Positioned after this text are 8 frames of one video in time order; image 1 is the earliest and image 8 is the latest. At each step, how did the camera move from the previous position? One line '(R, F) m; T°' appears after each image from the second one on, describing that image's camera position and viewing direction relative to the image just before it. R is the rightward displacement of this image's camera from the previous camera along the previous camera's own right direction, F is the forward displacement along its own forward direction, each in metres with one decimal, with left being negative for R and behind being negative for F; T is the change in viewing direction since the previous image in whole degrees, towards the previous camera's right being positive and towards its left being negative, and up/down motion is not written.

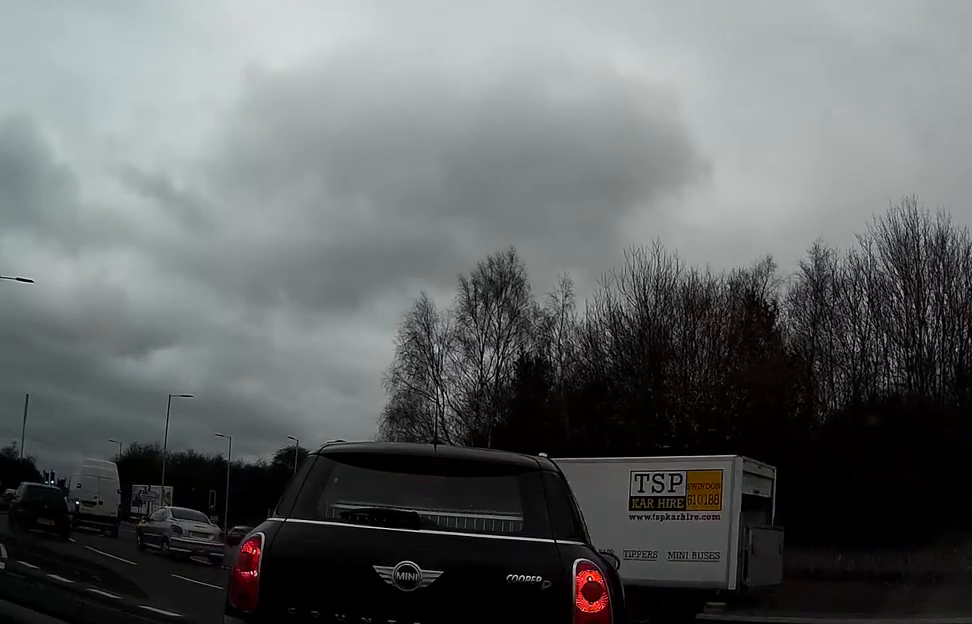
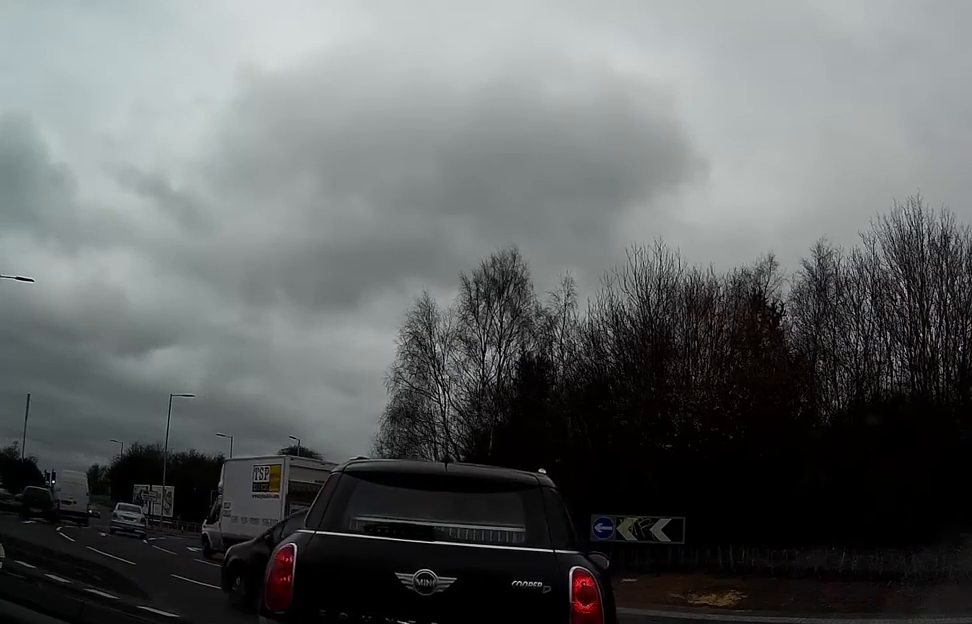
(-0.1, +0.4) m; 0°
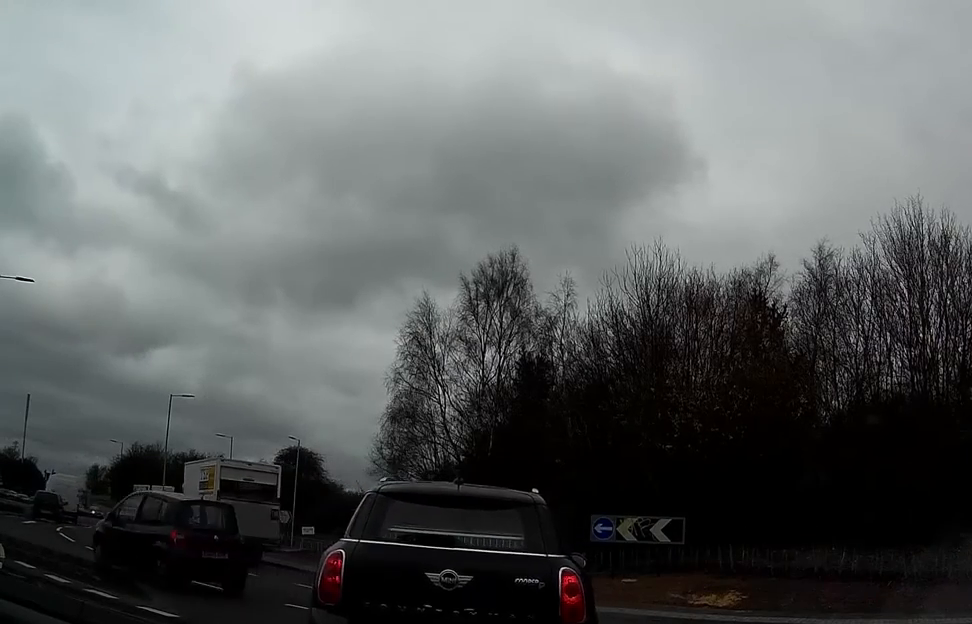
(0.0, +0.1) m; 0°
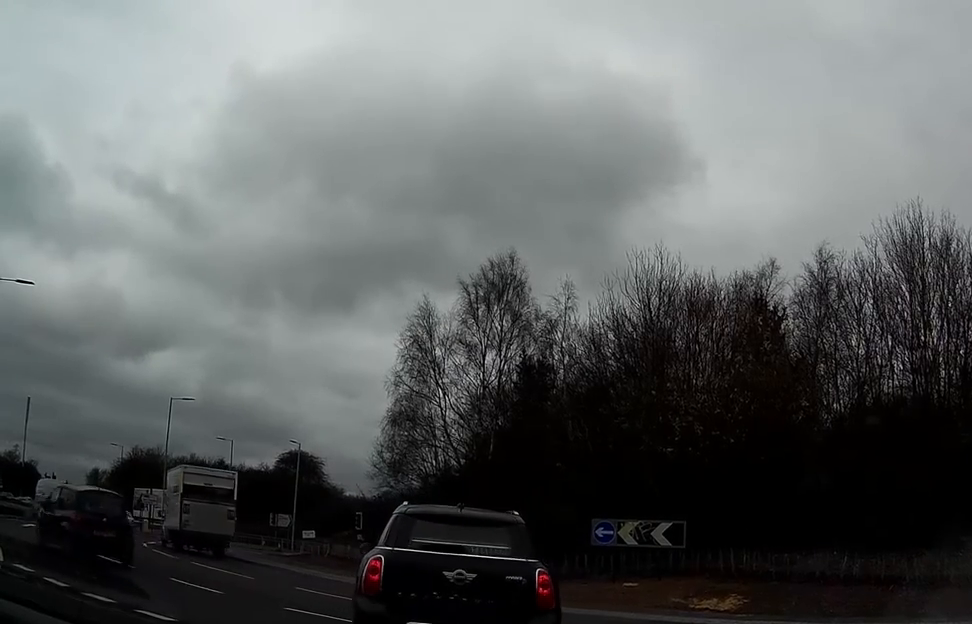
(0.0, +0.2) m; 0°
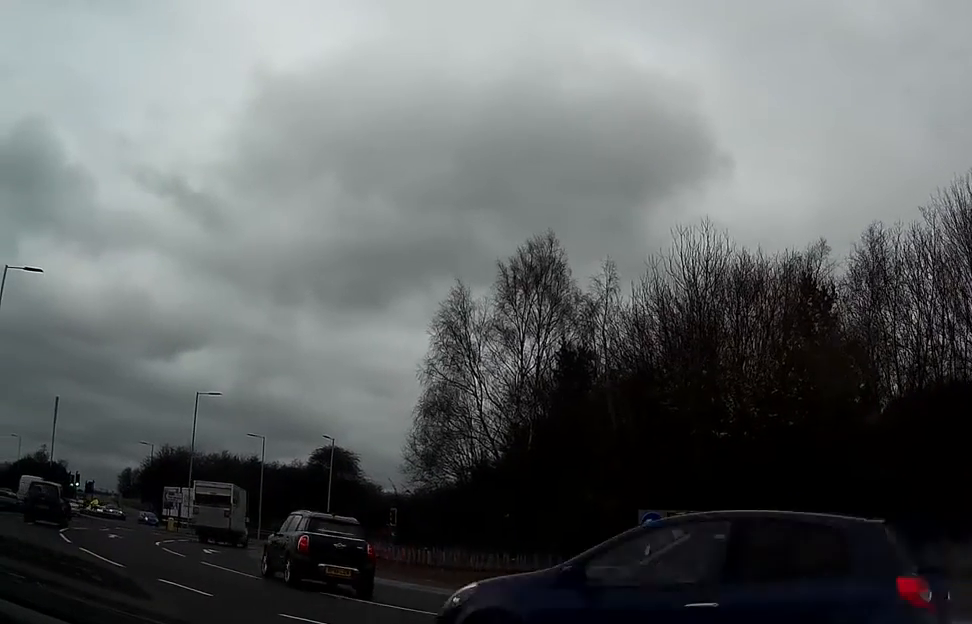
(0.0, +1.7) m; -1°
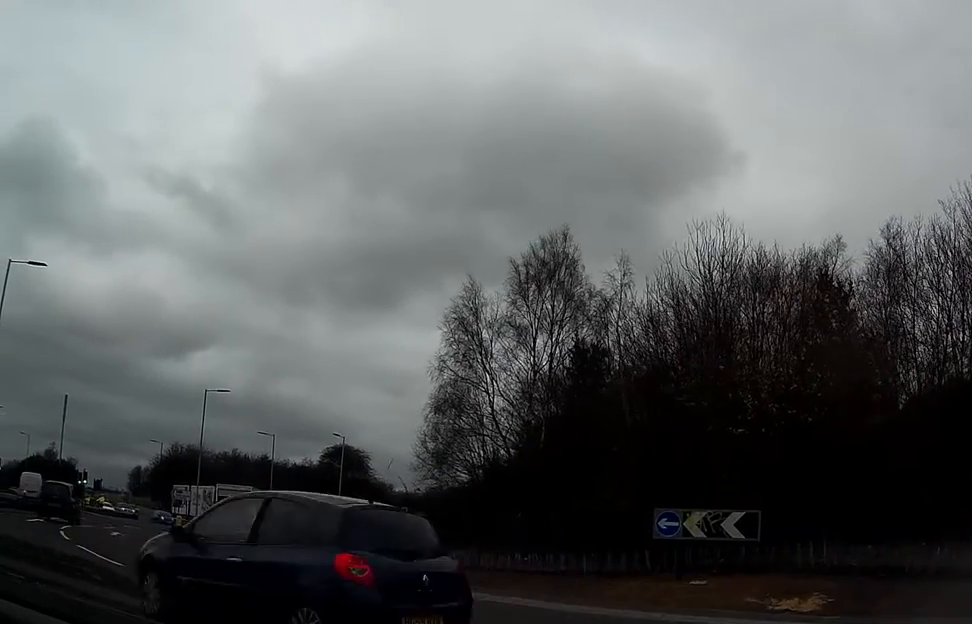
(0.0, +0.7) m; -1°
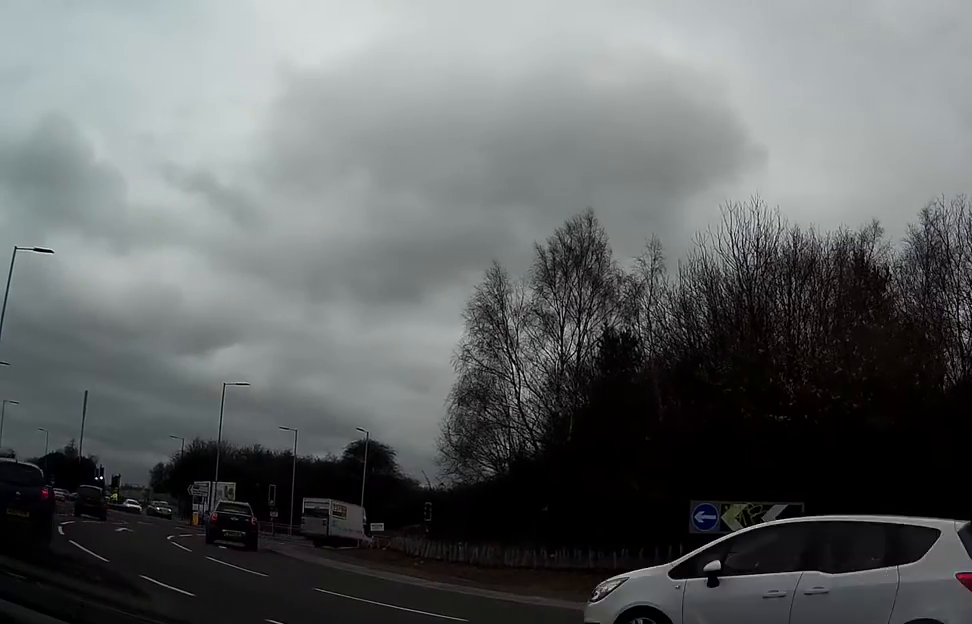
(0.0, +2.0) m; -4°
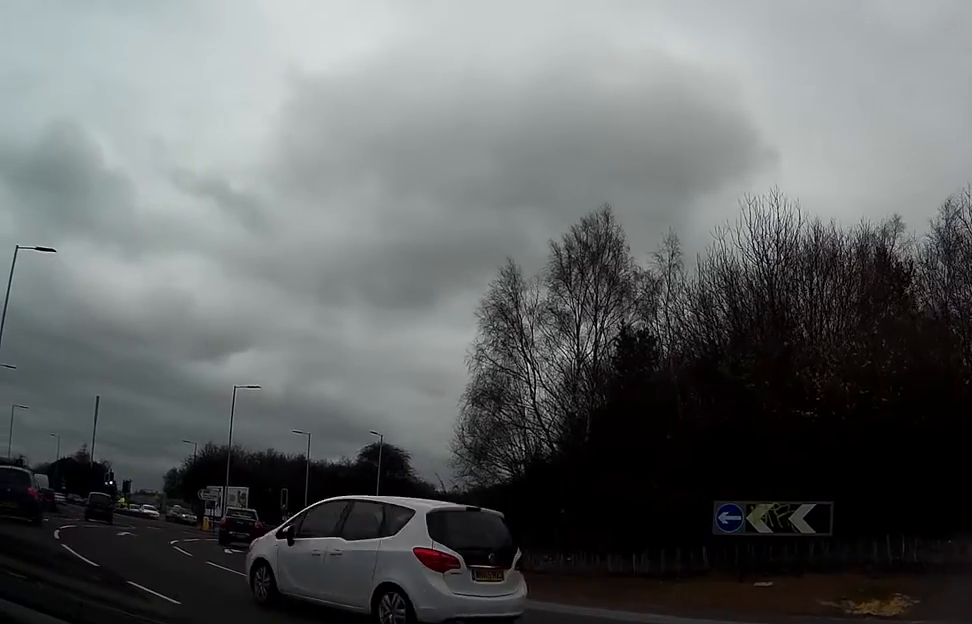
(0.0, +1.4) m; -3°
